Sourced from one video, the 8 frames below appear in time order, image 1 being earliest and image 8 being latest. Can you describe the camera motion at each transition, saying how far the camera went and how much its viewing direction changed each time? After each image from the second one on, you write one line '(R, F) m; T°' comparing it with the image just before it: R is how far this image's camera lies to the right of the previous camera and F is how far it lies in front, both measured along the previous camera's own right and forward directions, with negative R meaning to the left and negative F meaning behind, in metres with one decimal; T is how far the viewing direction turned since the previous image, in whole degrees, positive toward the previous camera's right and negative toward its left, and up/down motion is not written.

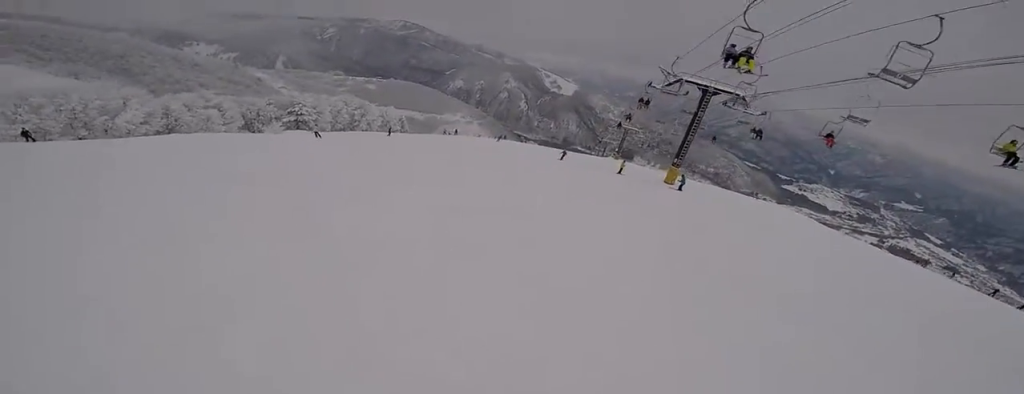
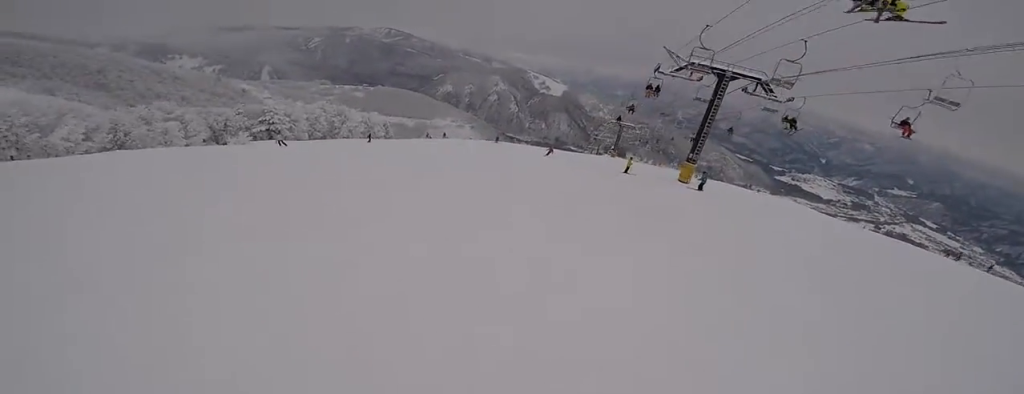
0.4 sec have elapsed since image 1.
(-0.5, +5.1) m; -1°
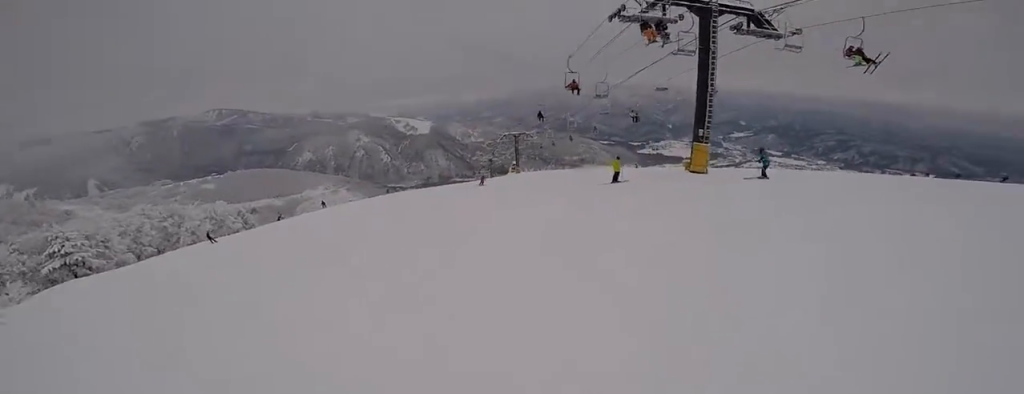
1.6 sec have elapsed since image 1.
(-0.4, +13.7) m; +8°
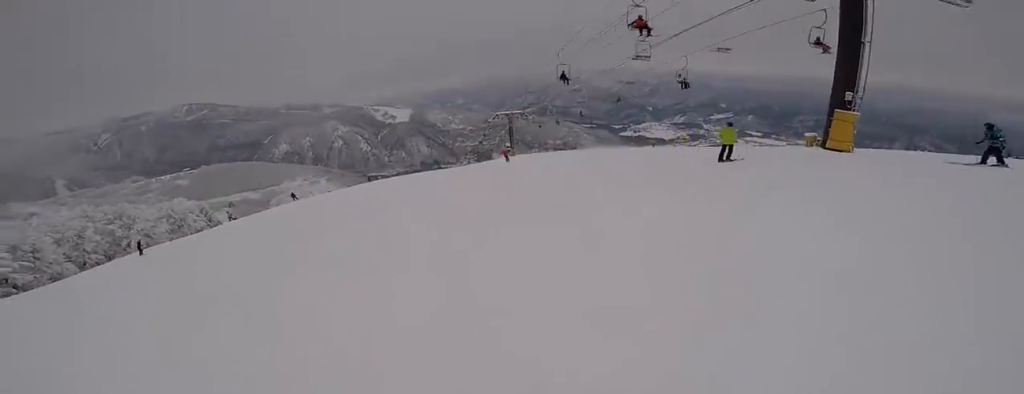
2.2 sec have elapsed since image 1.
(+0.5, +8.0) m; +11°
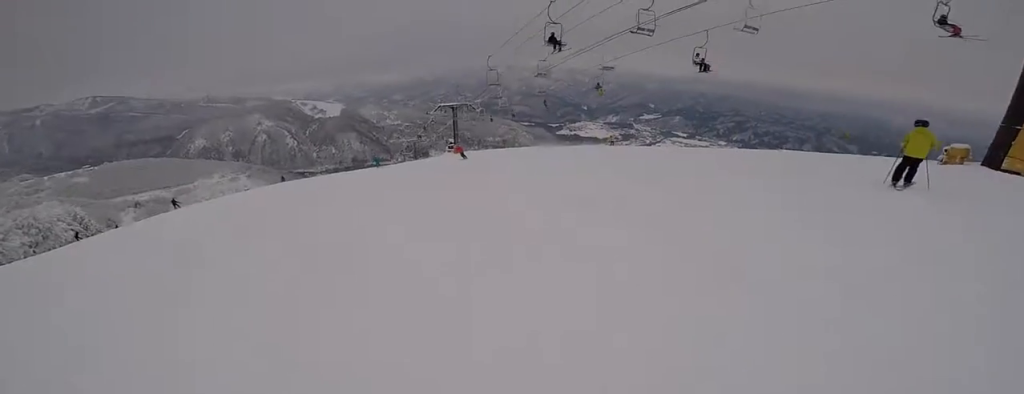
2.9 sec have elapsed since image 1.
(+1.2, +7.9) m; +7°
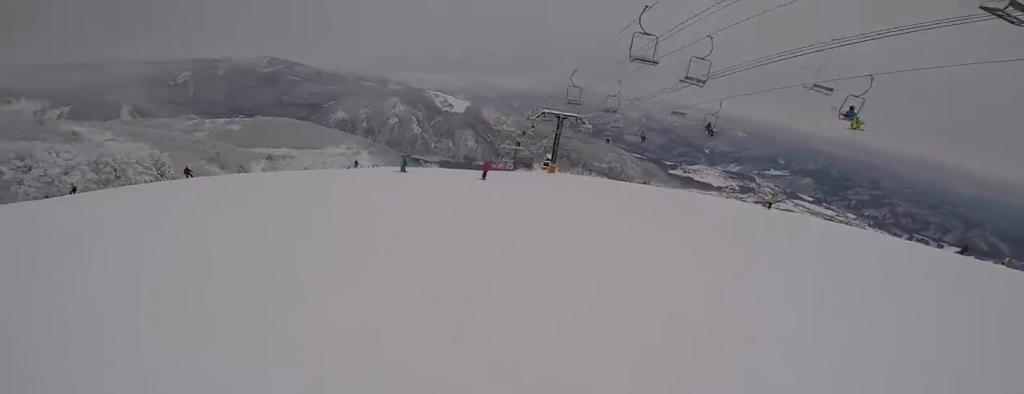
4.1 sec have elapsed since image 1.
(+0.5, +13.7) m; -2°
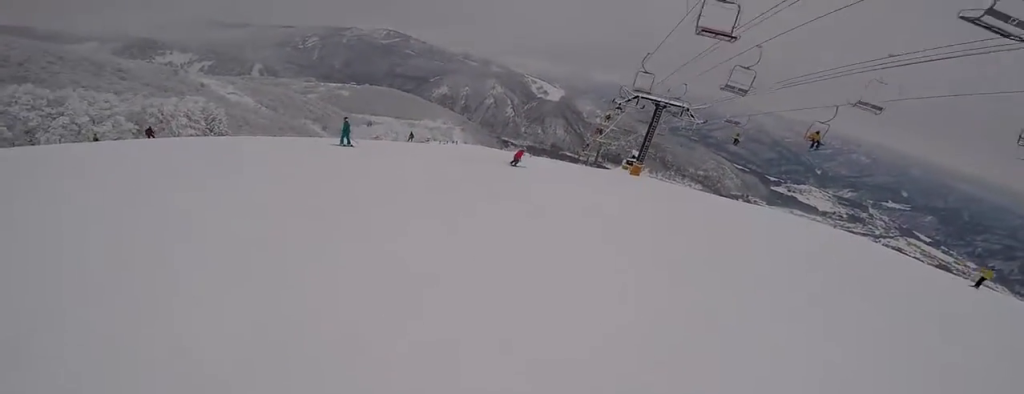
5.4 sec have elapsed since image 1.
(-1.8, +12.5) m; -17°
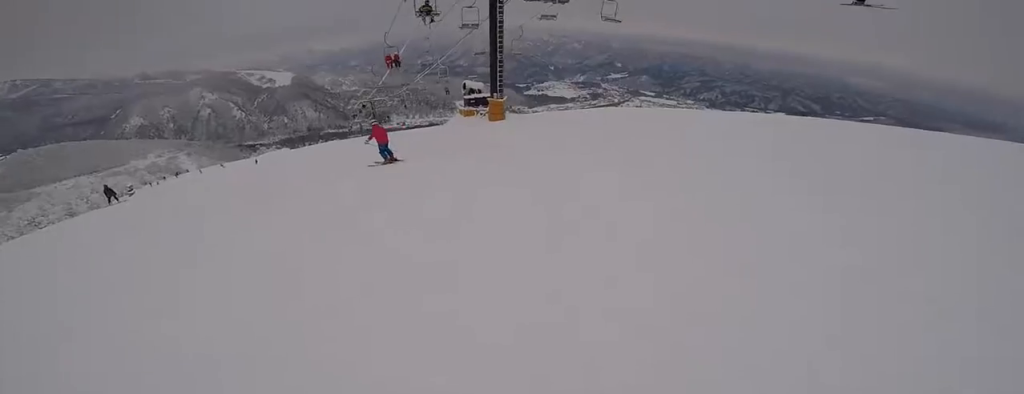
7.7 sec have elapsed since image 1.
(-0.1, +22.4) m; +8°
